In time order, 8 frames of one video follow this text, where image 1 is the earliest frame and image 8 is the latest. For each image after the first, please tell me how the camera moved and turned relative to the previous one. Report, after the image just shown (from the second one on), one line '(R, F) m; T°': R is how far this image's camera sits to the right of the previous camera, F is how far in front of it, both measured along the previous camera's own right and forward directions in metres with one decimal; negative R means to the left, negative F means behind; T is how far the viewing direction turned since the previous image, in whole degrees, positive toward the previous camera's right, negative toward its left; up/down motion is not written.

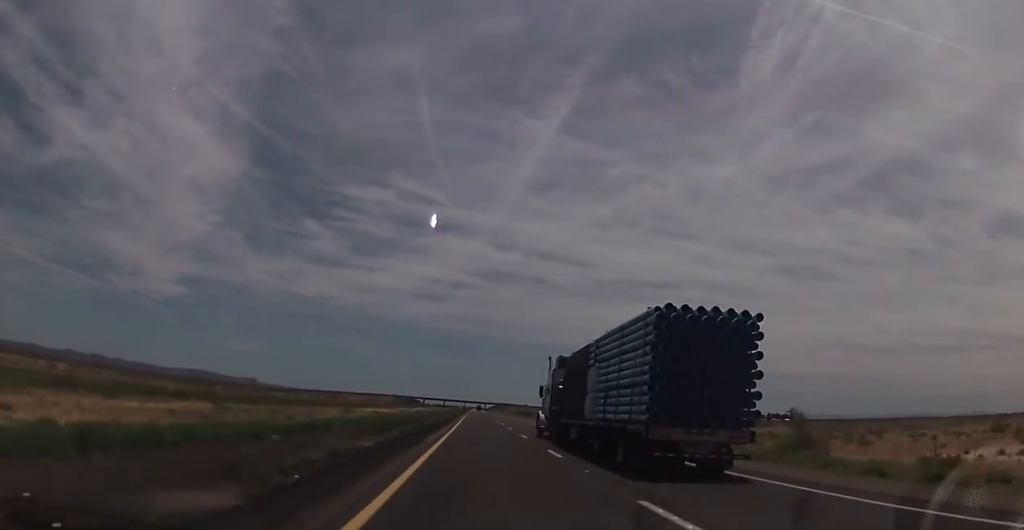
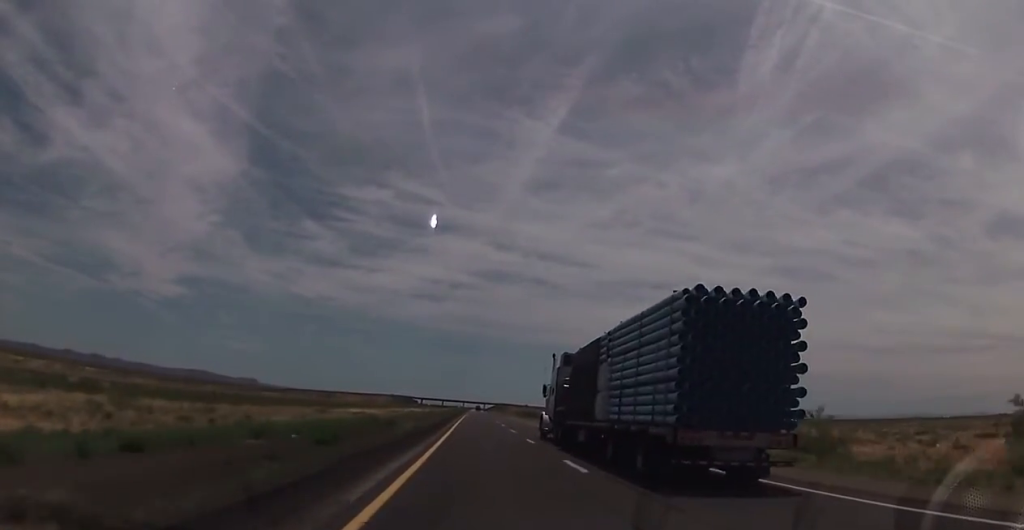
(+0.1, +16.5) m; 0°
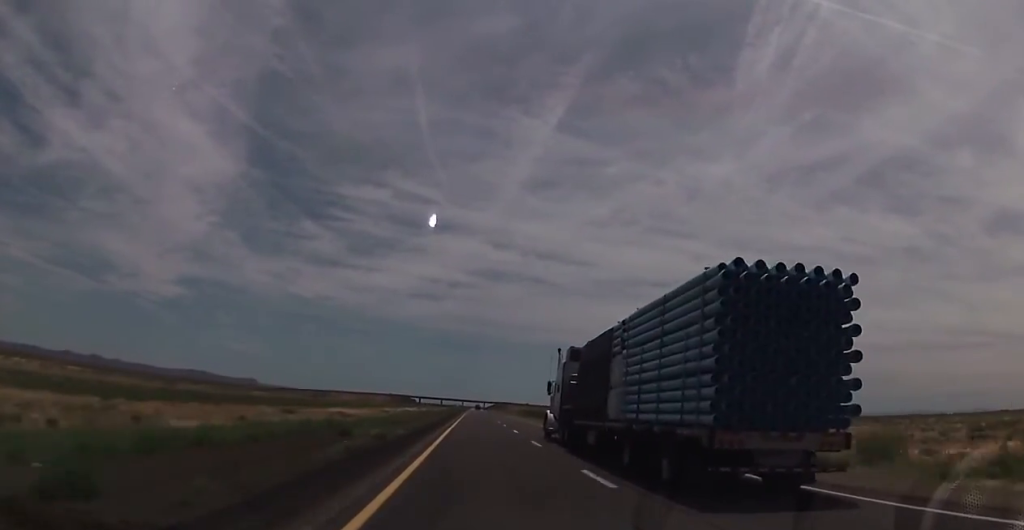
(-0.2, +15.3) m; 0°
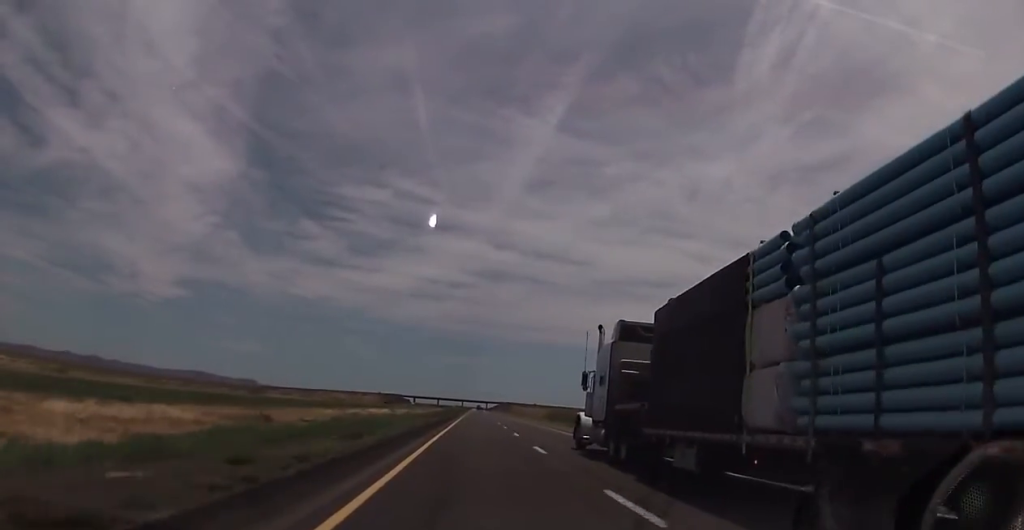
(-0.4, +64.6) m; 0°
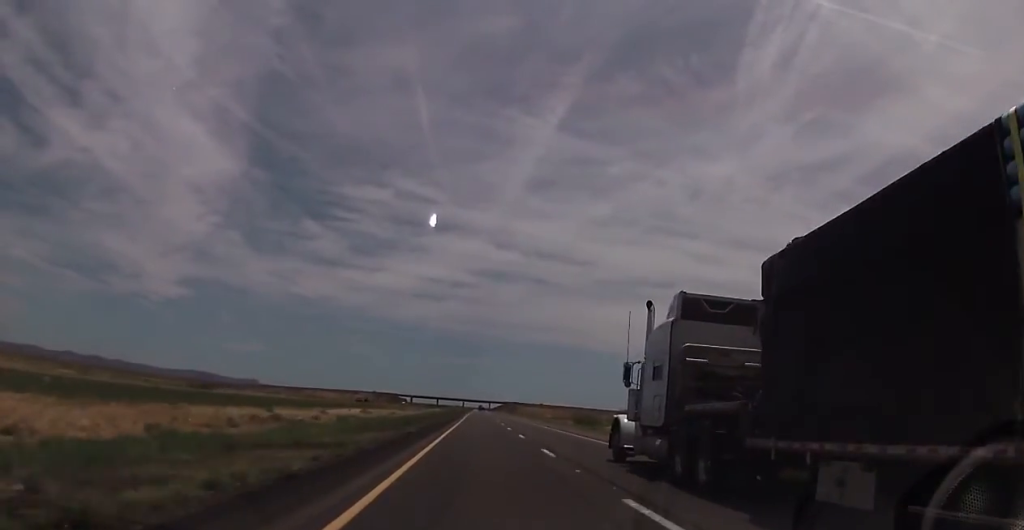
(0.0, +37.5) m; 0°
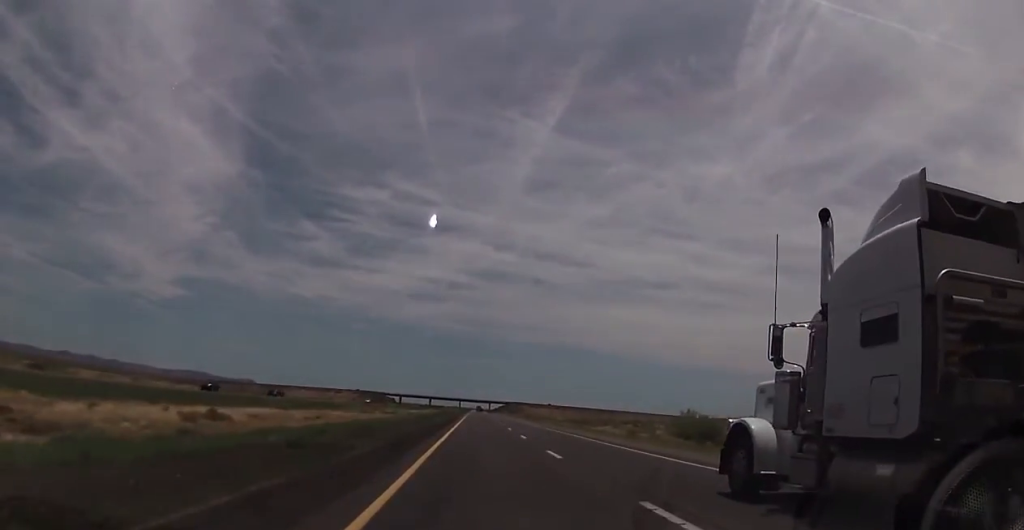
(0.0, +60.8) m; 0°
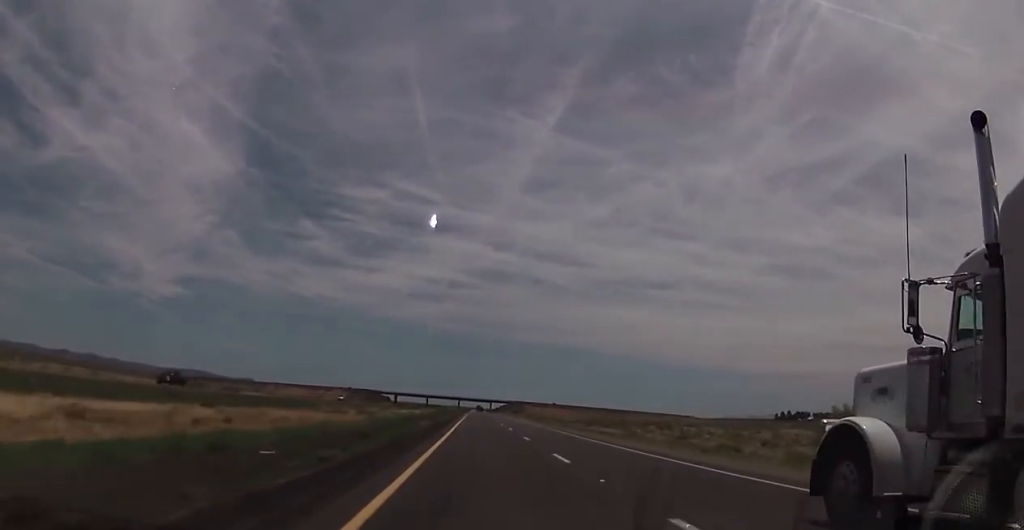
(0.0, +25.5) m; 0°
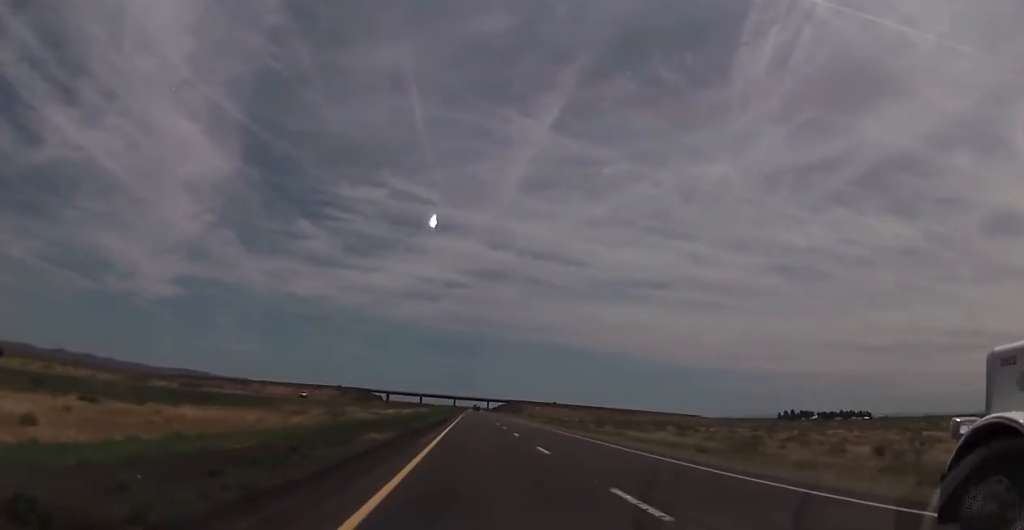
(0.0, +20.9) m; 0°
